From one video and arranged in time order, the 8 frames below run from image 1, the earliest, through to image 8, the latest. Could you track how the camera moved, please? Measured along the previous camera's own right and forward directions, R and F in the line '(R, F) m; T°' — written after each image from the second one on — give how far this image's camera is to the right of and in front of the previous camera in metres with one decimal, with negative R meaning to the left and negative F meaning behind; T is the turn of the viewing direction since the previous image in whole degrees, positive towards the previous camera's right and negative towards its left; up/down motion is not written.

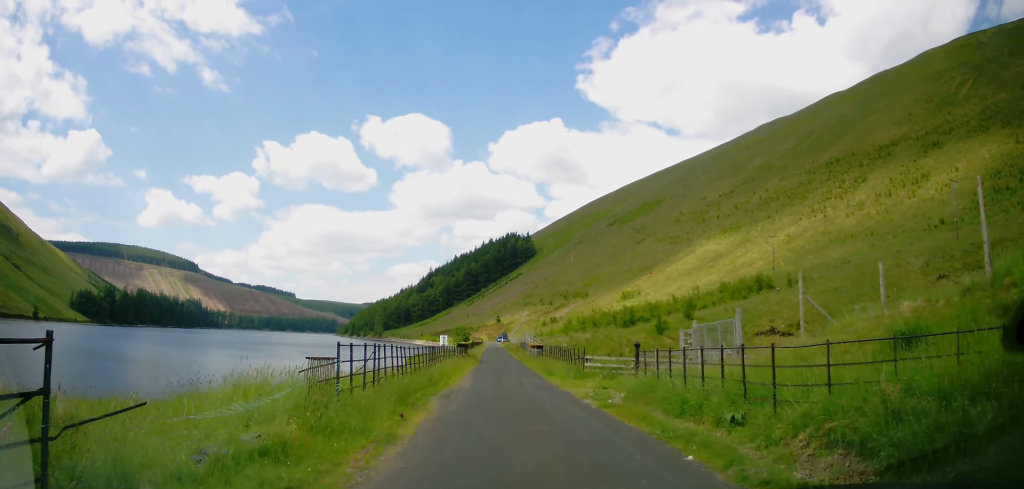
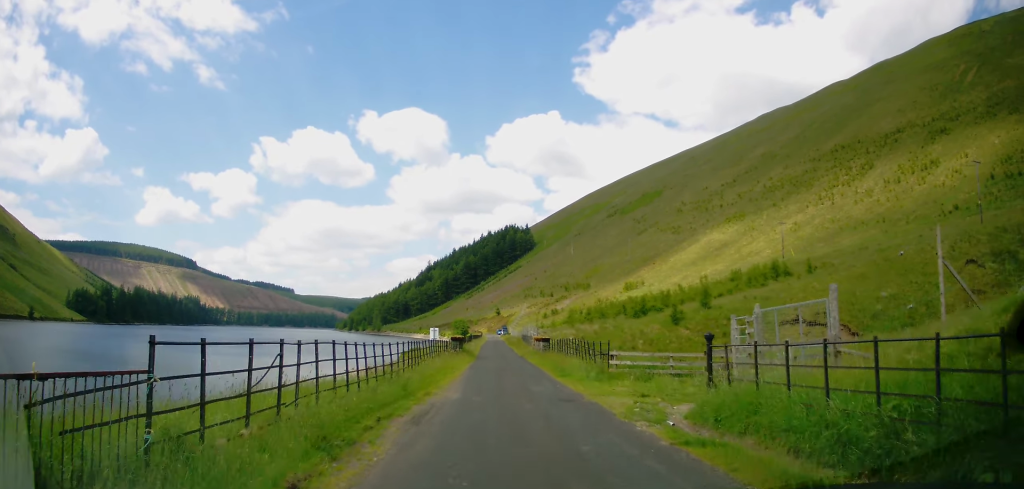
(+0.1, +5.2) m; 0°
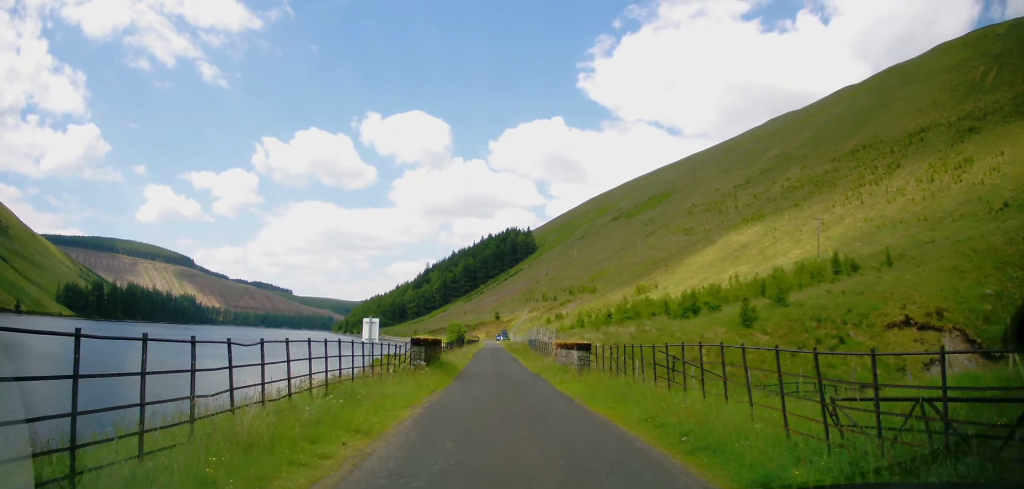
(-0.3, +14.8) m; -1°
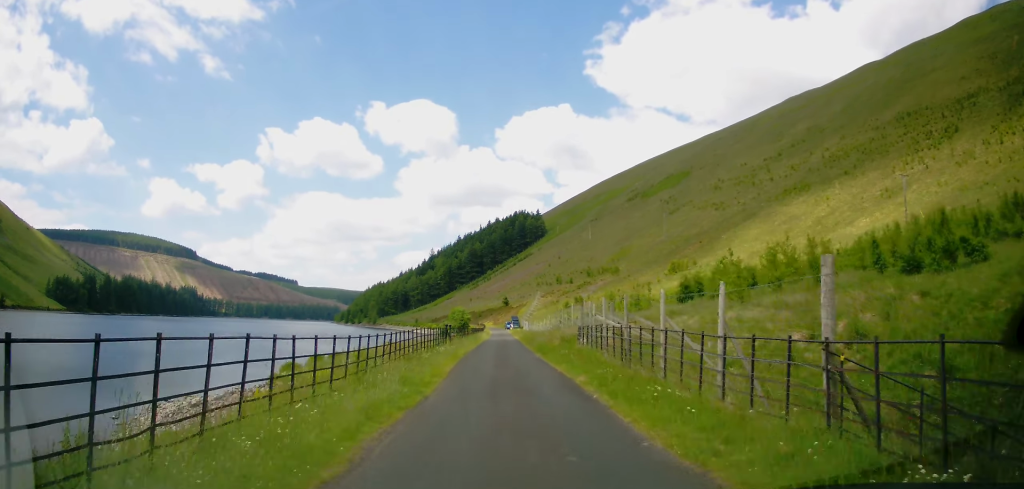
(-0.4, +25.5) m; -1°
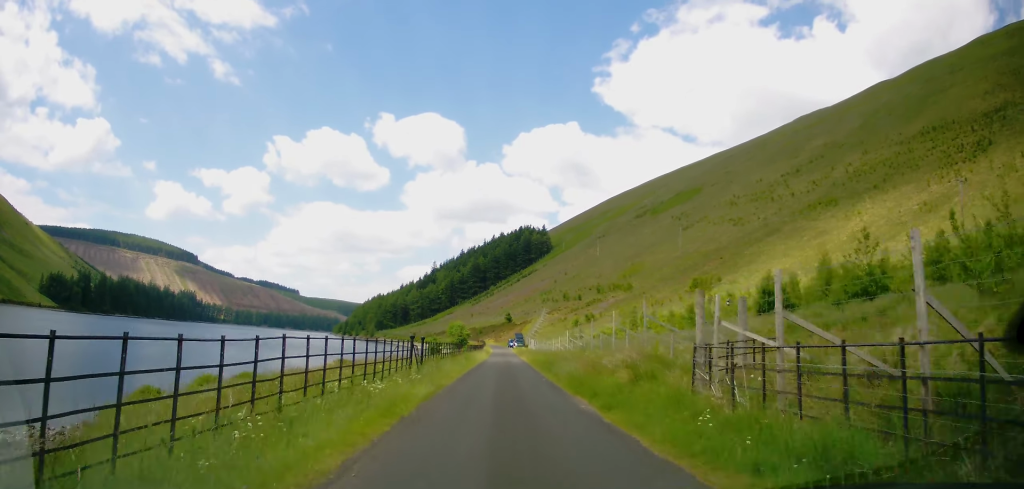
(-0.1, +13.0) m; +1°
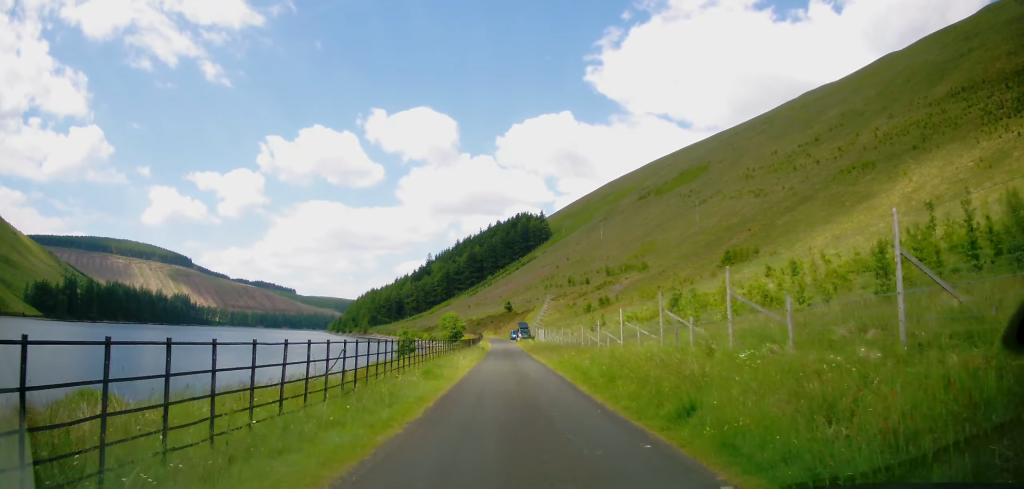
(+0.3, +19.0) m; 0°
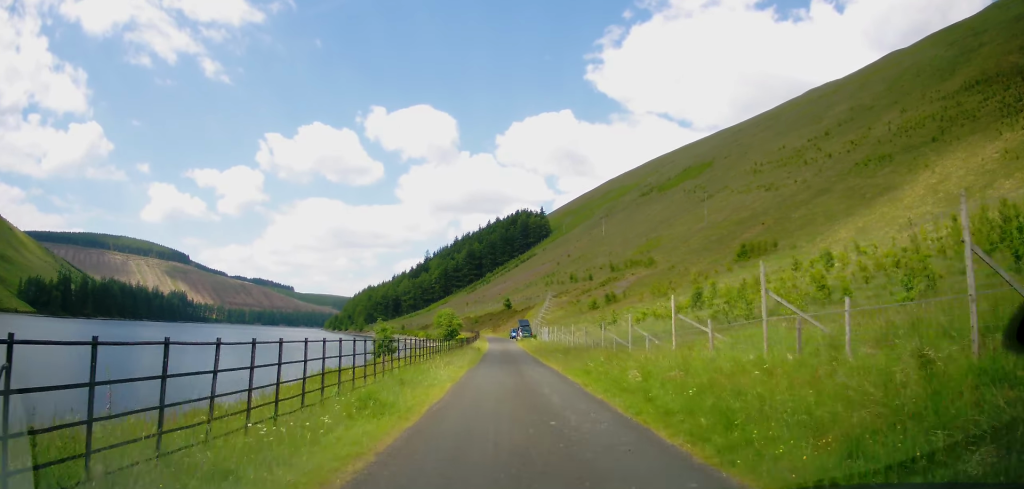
(-0.2, +7.5) m; 0°
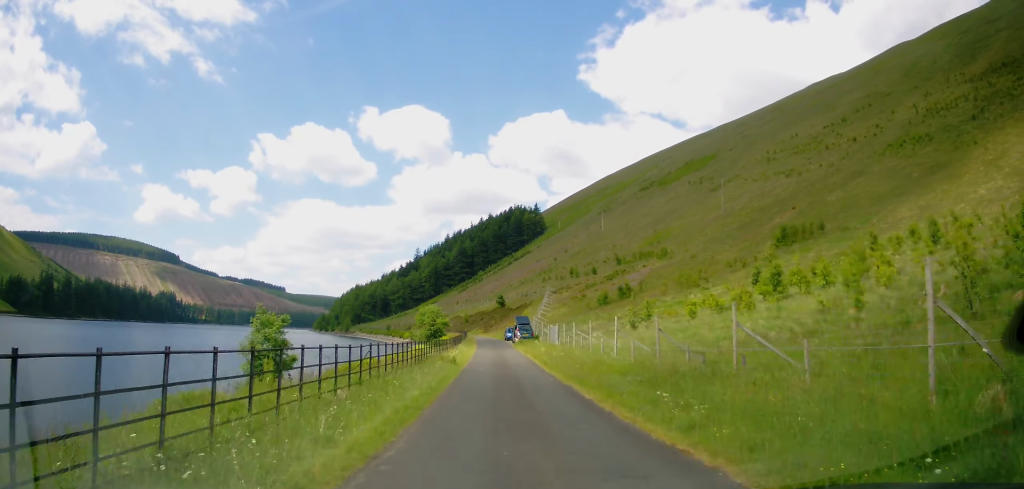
(+0.3, +17.2) m; +1°
